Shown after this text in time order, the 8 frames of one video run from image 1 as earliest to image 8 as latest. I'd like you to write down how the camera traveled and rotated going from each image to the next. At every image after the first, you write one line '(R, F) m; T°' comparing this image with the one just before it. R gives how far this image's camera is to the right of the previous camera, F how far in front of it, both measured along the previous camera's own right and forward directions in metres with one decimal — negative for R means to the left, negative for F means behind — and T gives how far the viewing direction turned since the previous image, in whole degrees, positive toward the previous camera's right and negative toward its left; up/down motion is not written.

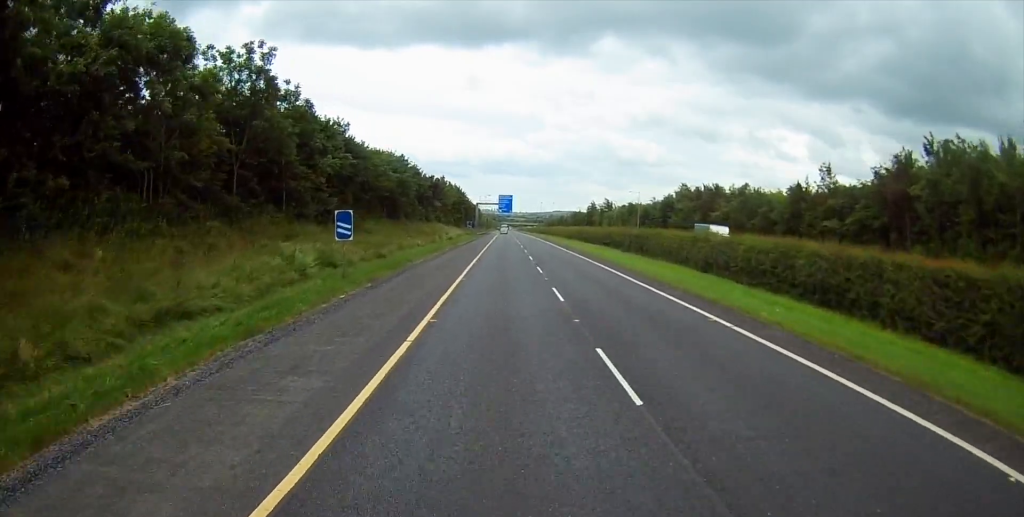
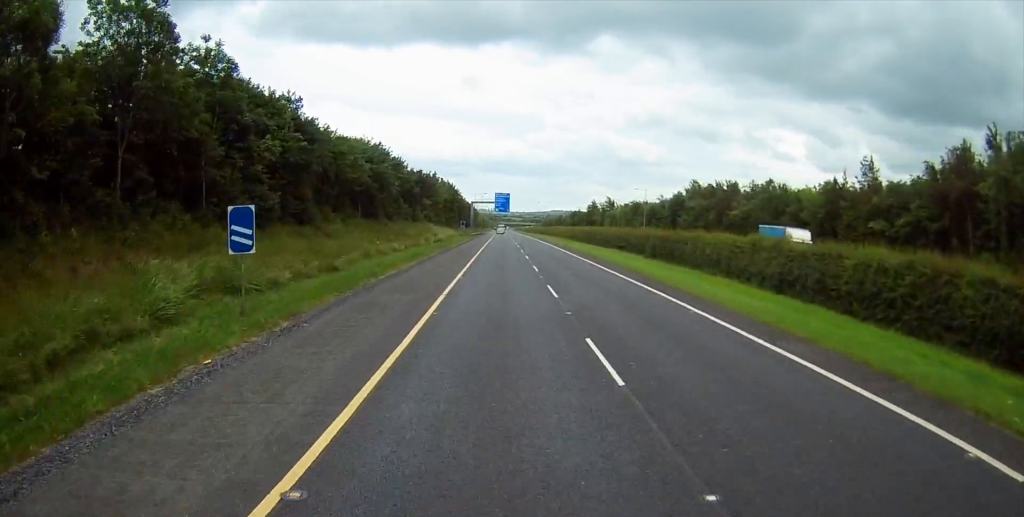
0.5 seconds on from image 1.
(-0.1, +10.8) m; 0°
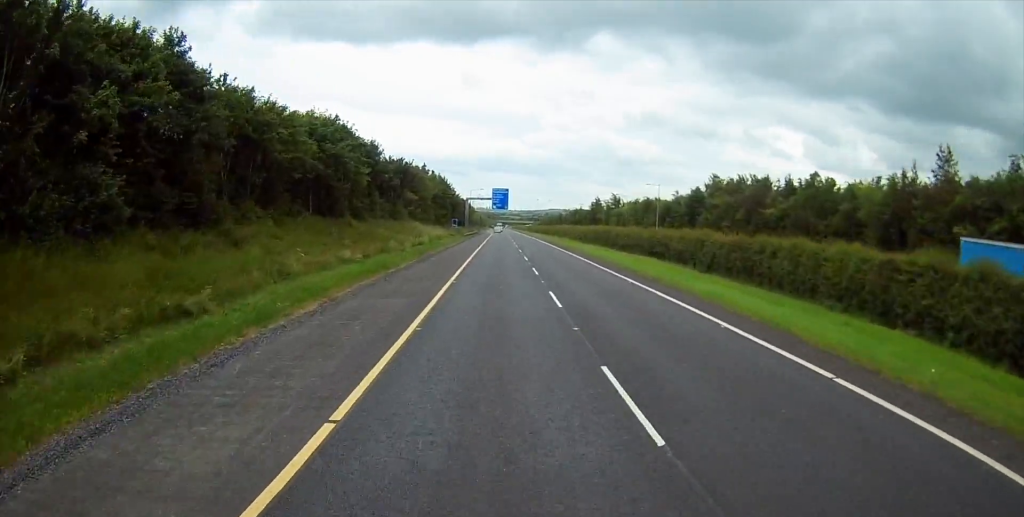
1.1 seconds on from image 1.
(-0.1, +14.7) m; 0°
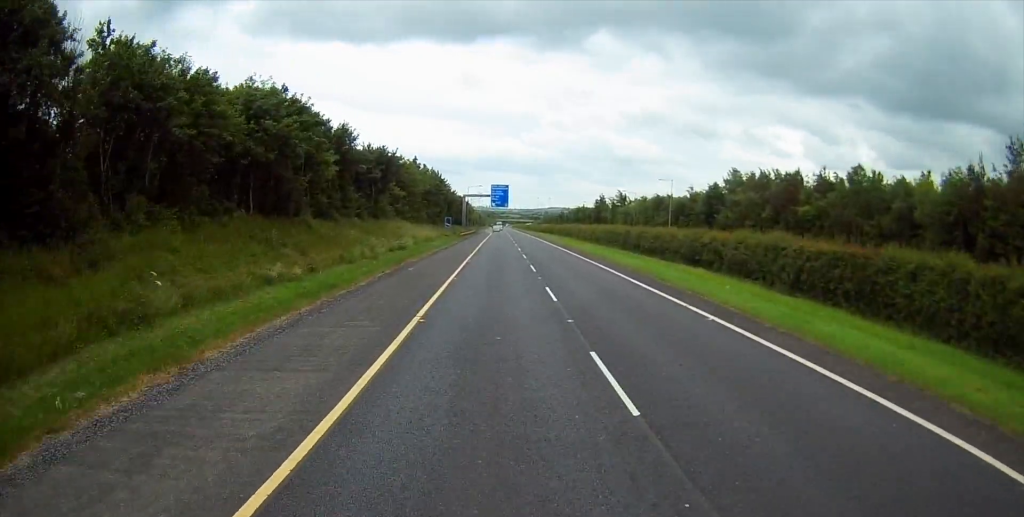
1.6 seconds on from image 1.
(+0.1, +10.8) m; 0°
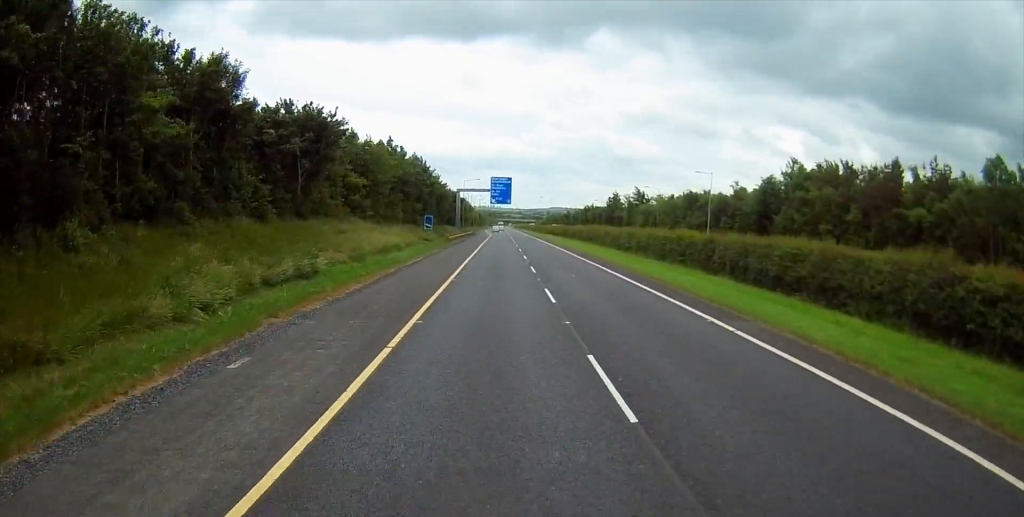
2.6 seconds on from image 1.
(+0.1, +24.1) m; 0°
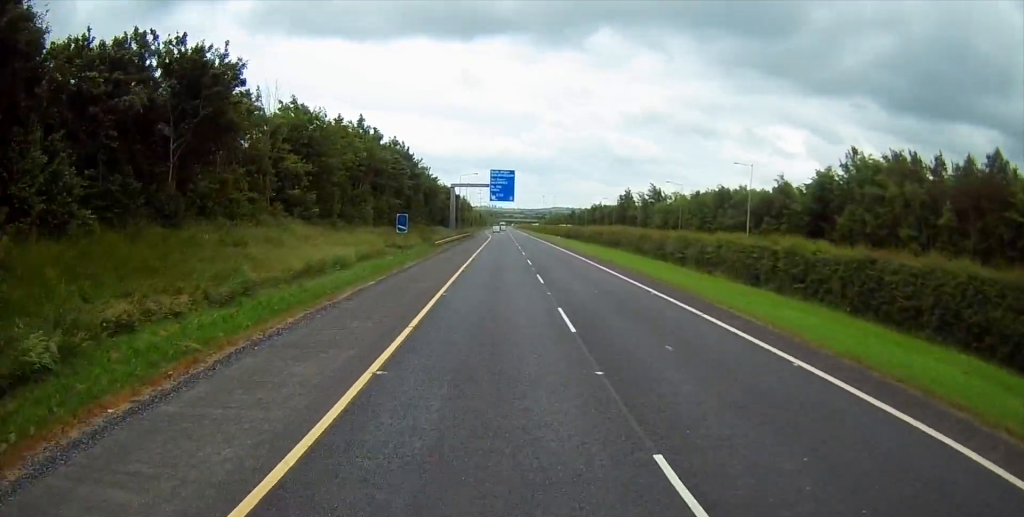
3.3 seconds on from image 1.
(0.0, +17.2) m; 0°
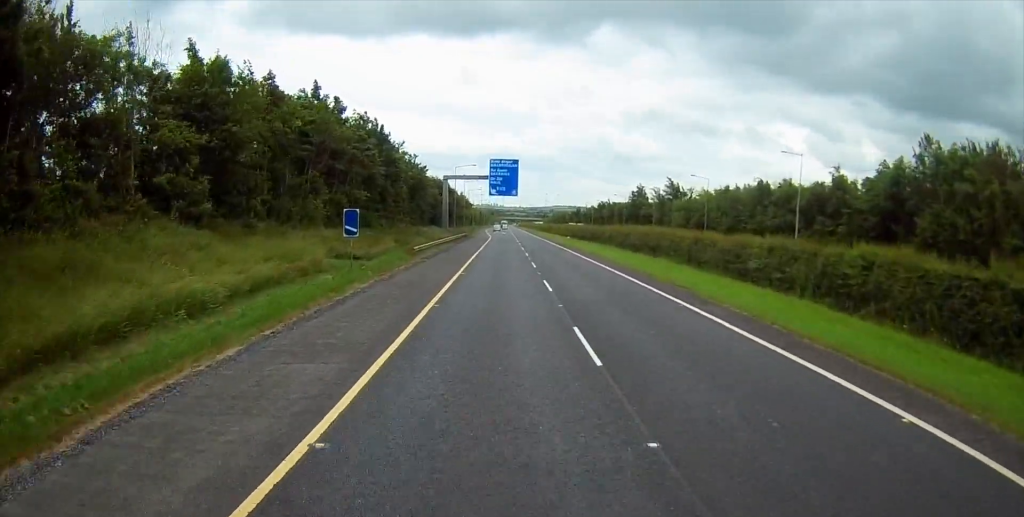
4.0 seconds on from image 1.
(+0.1, +15.6) m; 0°
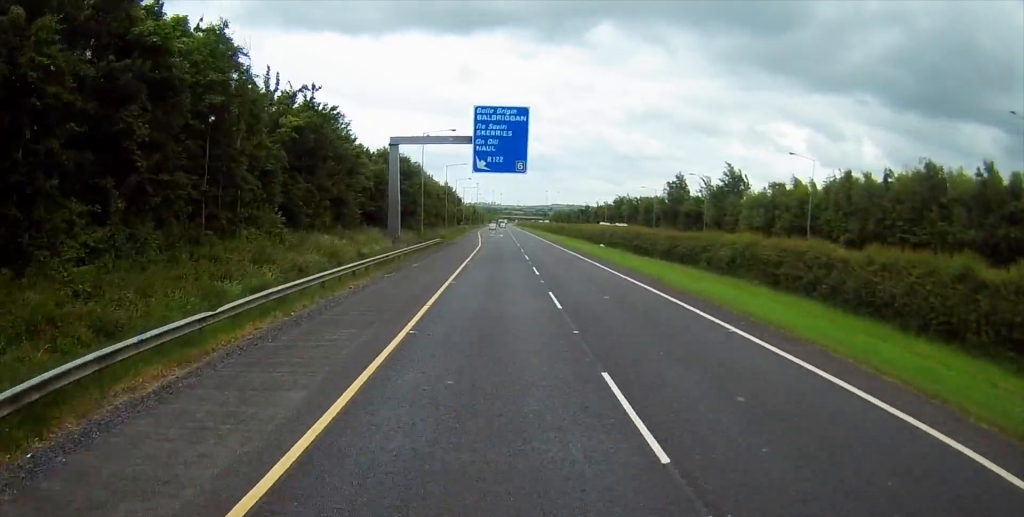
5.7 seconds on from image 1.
(-0.1, +40.5) m; 0°
